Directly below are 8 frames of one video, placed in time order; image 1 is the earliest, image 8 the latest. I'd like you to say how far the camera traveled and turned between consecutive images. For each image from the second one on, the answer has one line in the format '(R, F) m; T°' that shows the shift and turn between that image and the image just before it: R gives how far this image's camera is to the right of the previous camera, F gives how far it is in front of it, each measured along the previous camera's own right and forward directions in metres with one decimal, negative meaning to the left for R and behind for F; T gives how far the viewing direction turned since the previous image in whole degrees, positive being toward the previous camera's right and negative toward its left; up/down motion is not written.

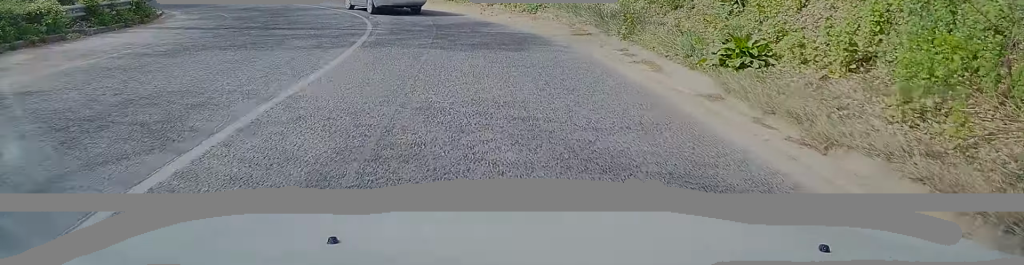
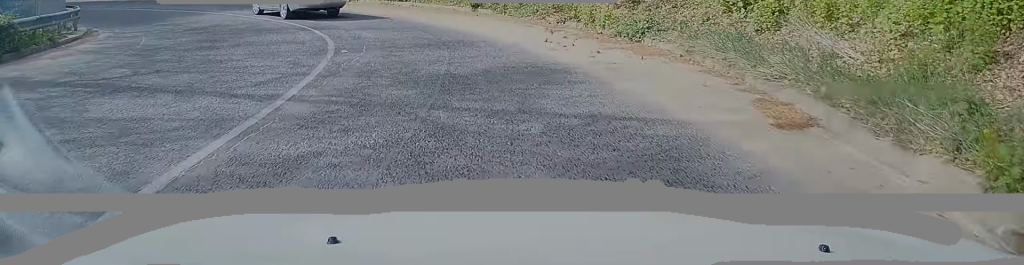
(-0.7, +9.2) m; -9°
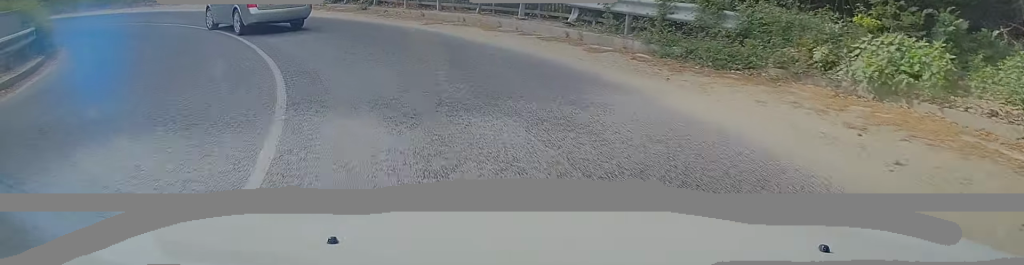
(-4.9, +19.0) m; -34°
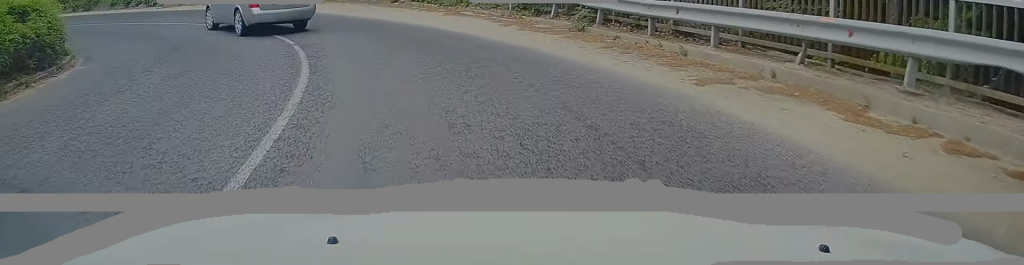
(-1.5, +8.1) m; -19°
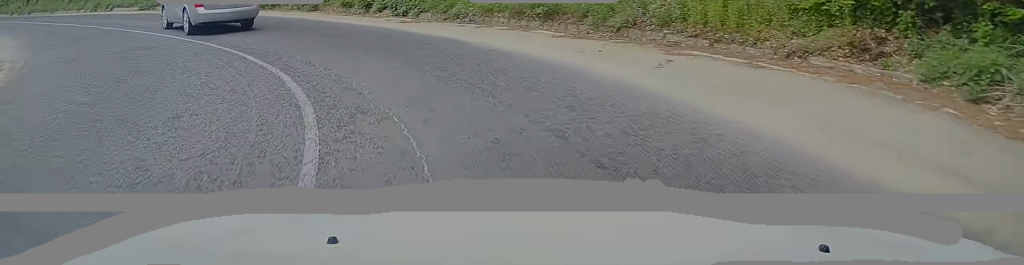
(-4.2, +13.5) m; -37°
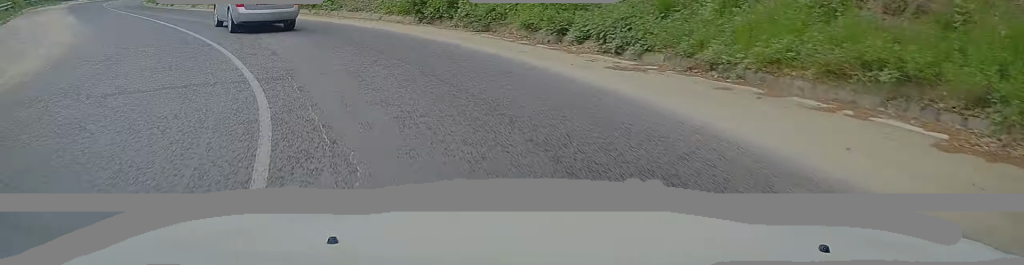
(-0.8, +5.9) m; -14°
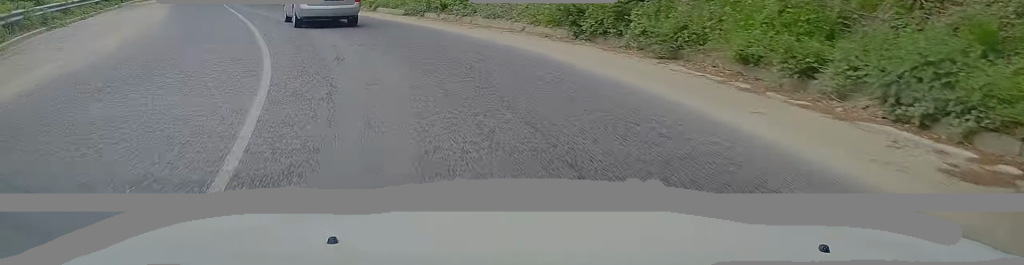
(-0.5, +4.7) m; -8°
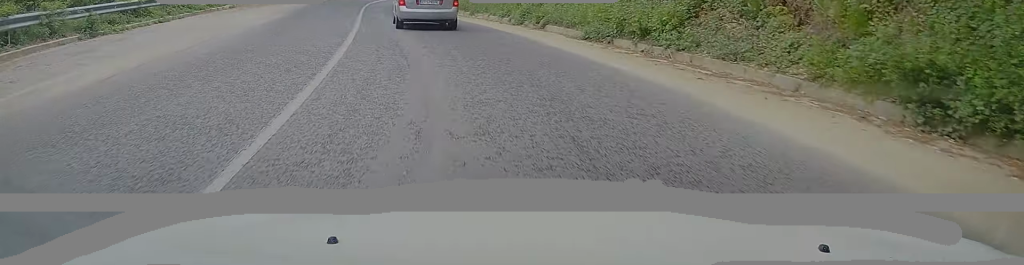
(-0.6, +7.2) m; -10°
